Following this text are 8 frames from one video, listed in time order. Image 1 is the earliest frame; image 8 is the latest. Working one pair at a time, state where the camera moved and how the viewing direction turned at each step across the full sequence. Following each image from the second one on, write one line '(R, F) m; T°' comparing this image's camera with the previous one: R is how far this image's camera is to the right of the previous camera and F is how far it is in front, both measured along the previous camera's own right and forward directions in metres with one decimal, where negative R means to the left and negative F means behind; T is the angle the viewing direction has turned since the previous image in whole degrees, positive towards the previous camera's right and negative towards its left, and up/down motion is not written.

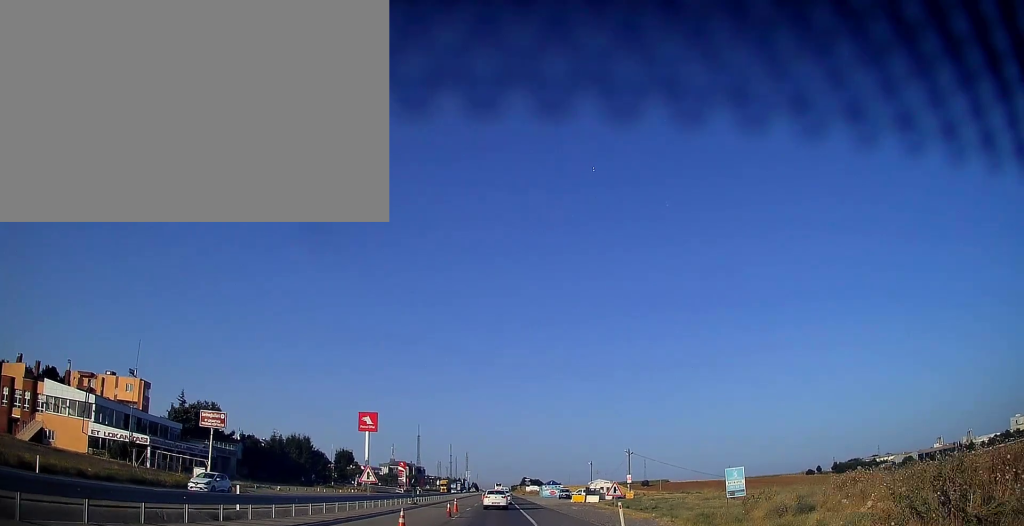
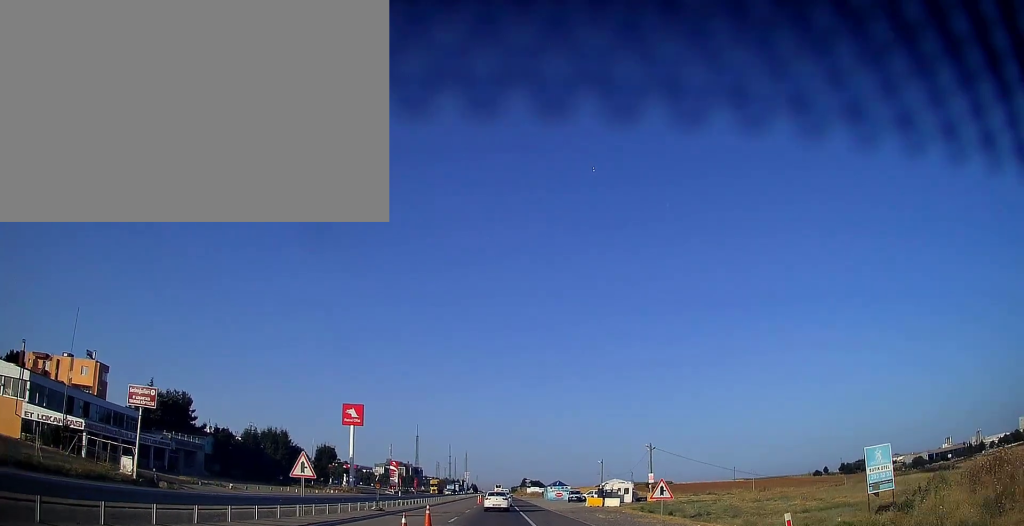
(-0.2, +13.4) m; 0°
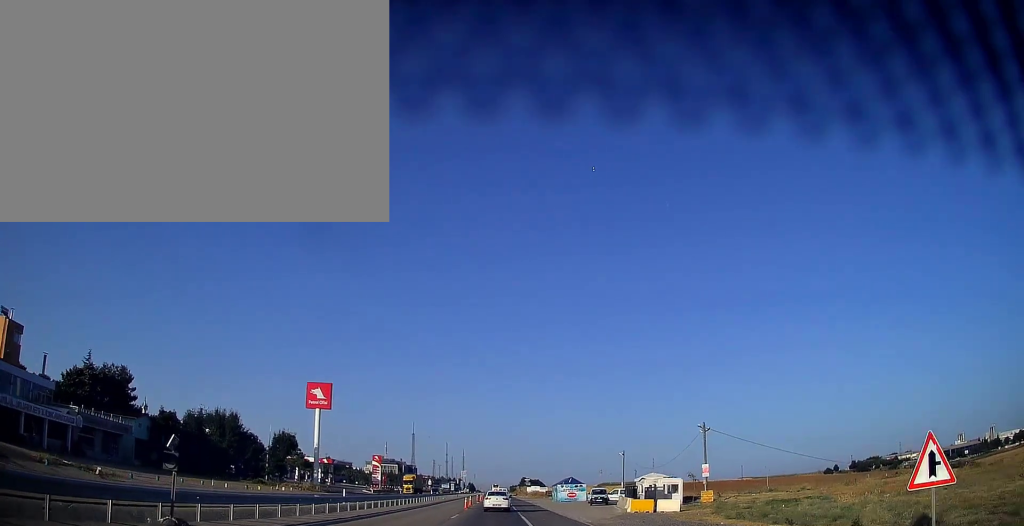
(+0.3, +21.7) m; 0°
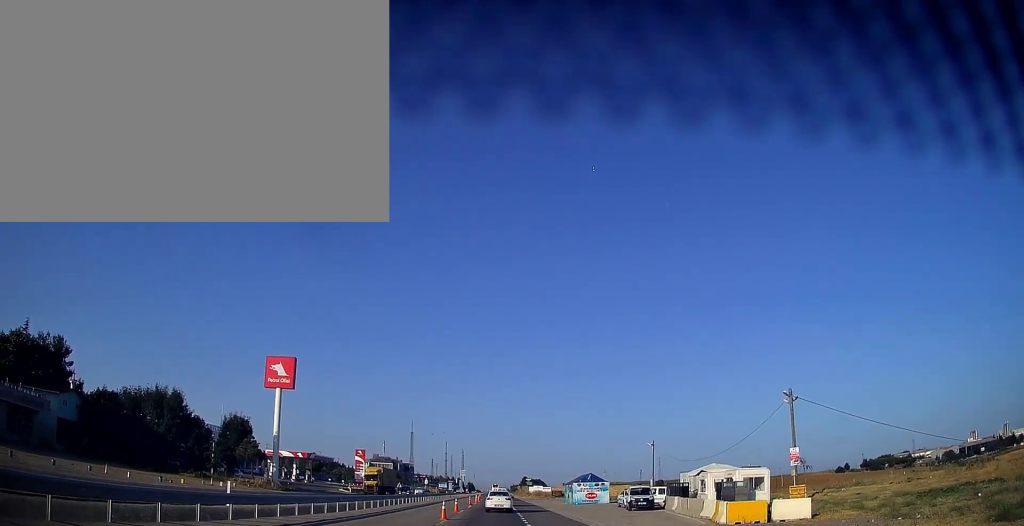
(-0.1, +18.0) m; 0°
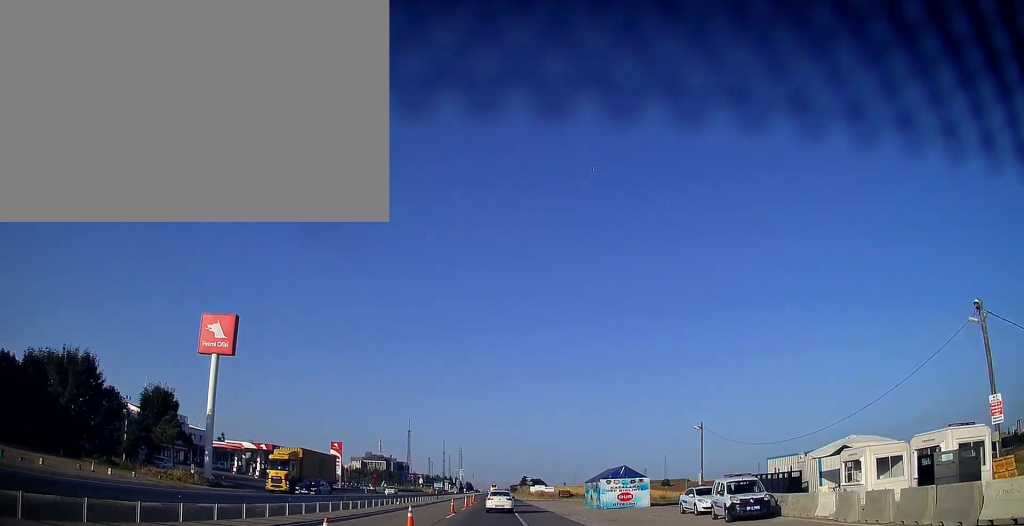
(+0.1, +18.7) m; 0°
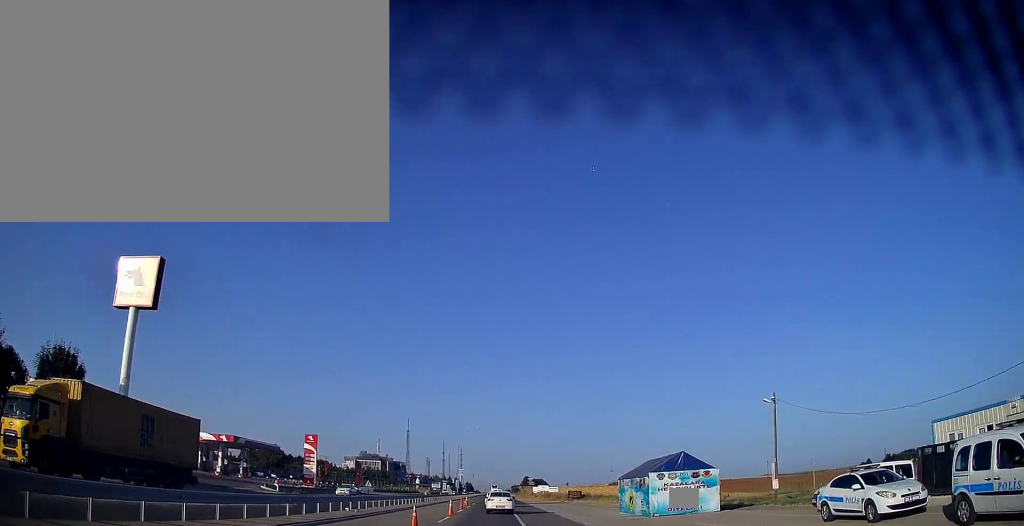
(0.0, +15.8) m; 0°
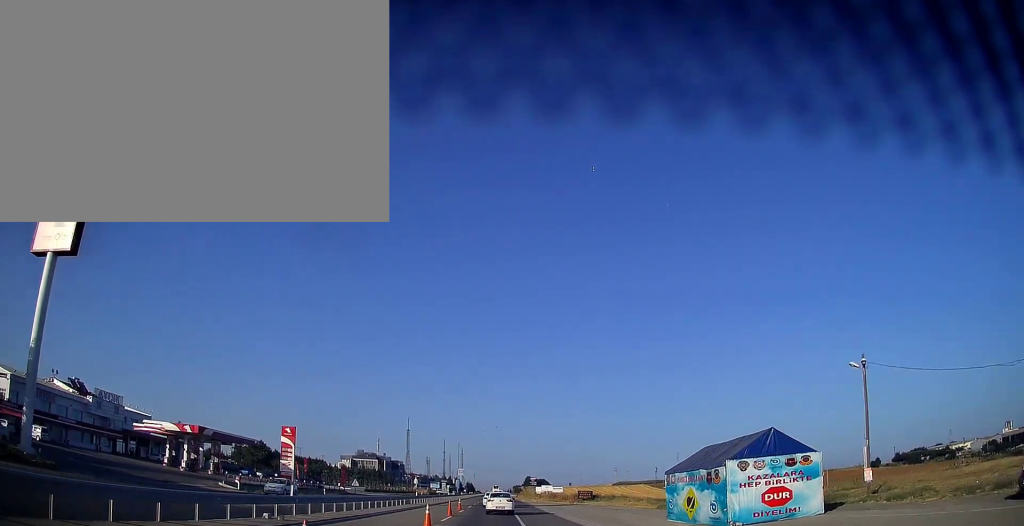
(-0.1, +11.3) m; 0°
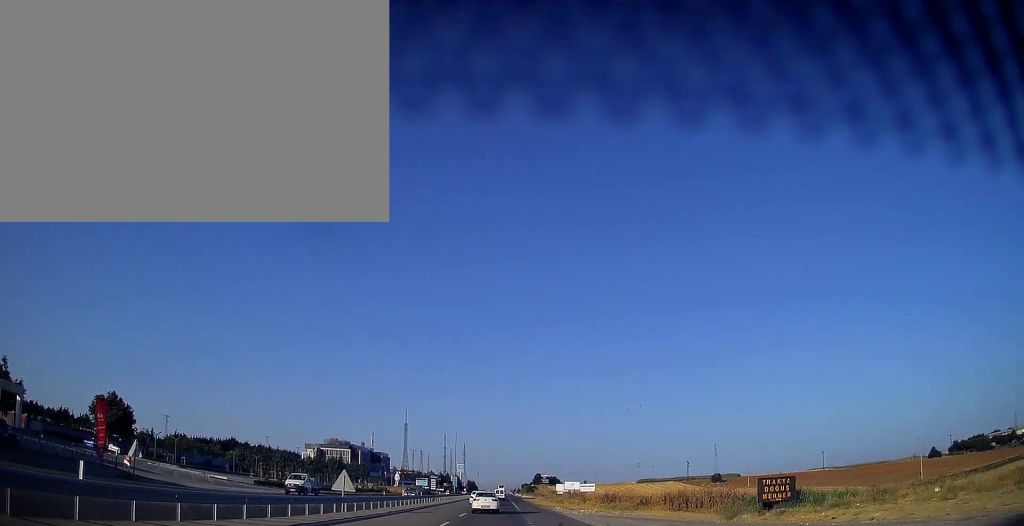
(-0.1, +65.5) m; 0°
